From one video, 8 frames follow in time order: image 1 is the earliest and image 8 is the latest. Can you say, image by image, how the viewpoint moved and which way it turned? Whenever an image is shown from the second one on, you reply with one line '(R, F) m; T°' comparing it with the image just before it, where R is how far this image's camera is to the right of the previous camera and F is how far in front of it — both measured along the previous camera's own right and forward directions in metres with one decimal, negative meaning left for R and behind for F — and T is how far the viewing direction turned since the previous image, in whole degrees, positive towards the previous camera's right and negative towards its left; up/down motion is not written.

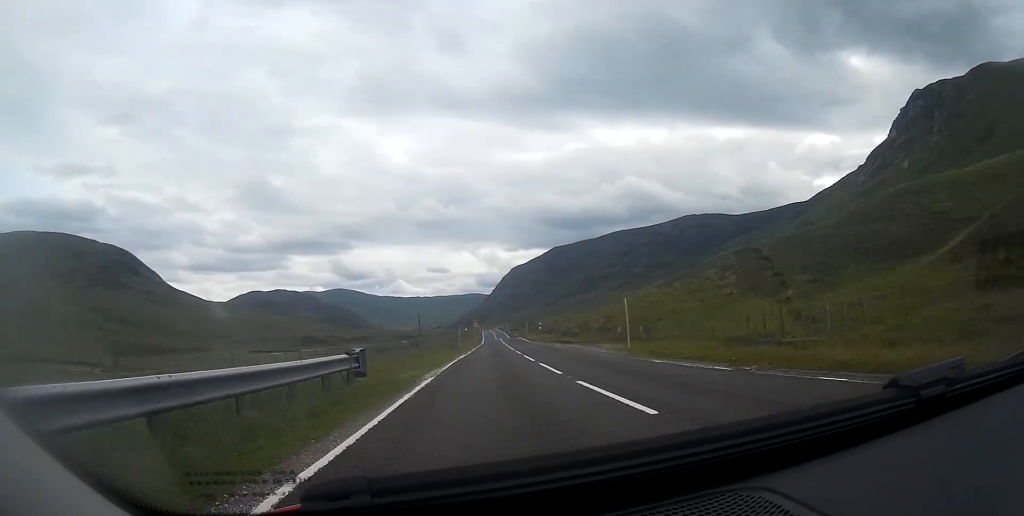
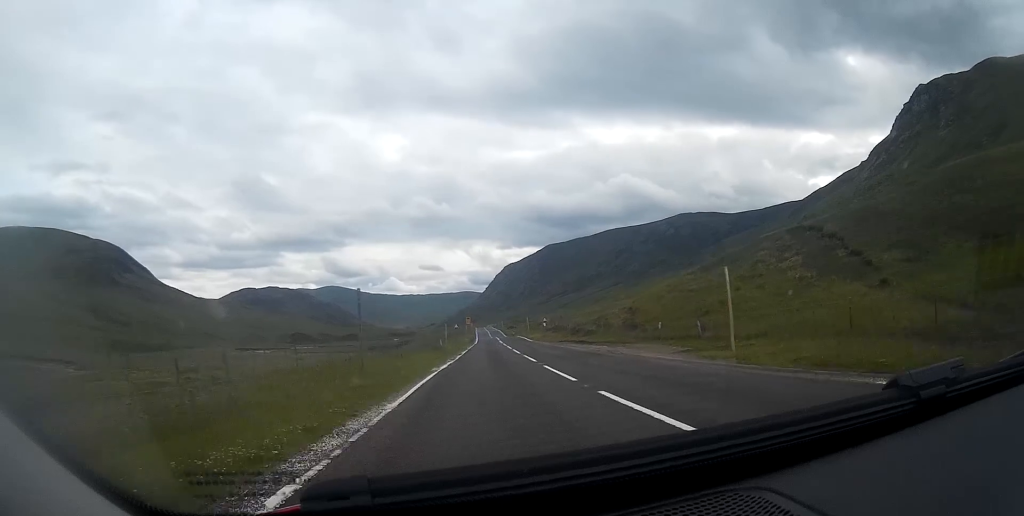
(0.0, +12.0) m; +1°
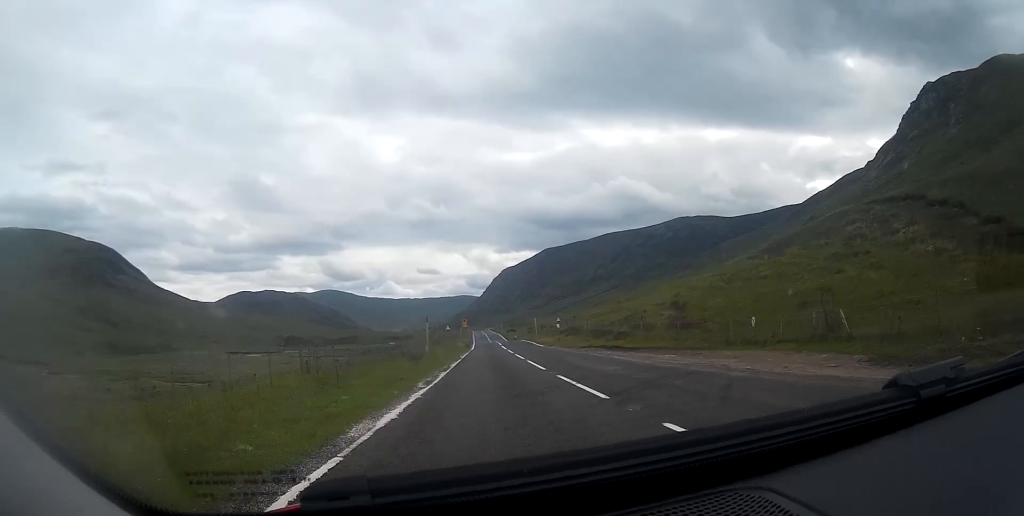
(+0.2, +12.6) m; +1°
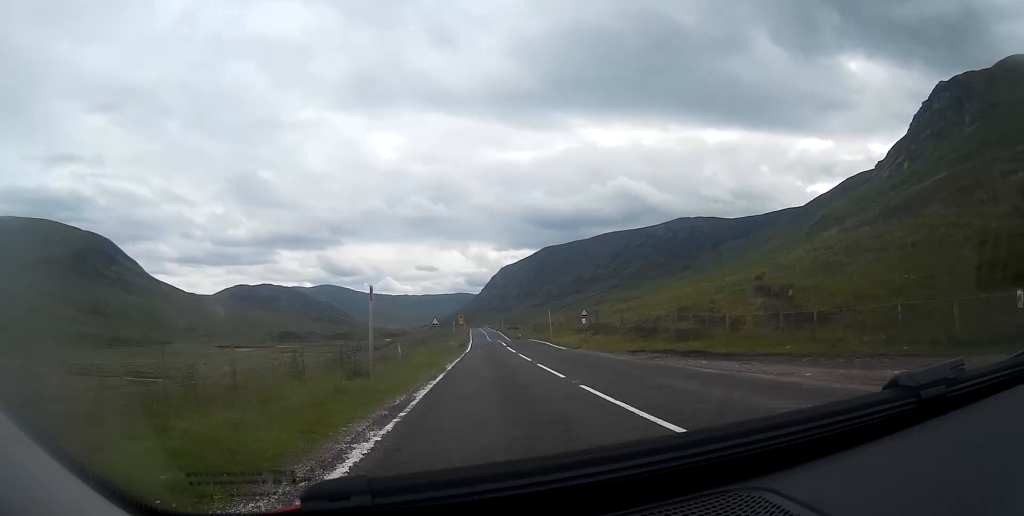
(+0.1, +13.3) m; 0°
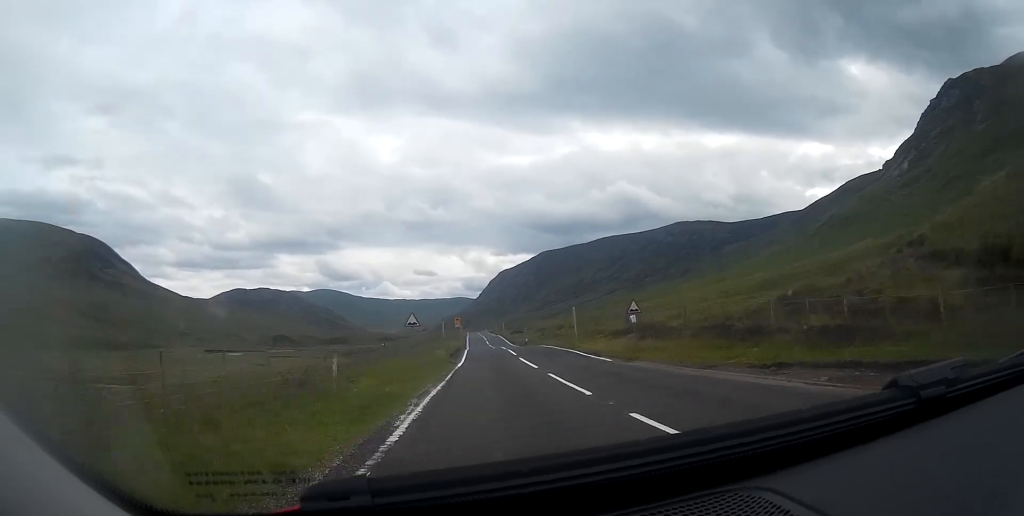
(0.0, +12.5) m; 0°
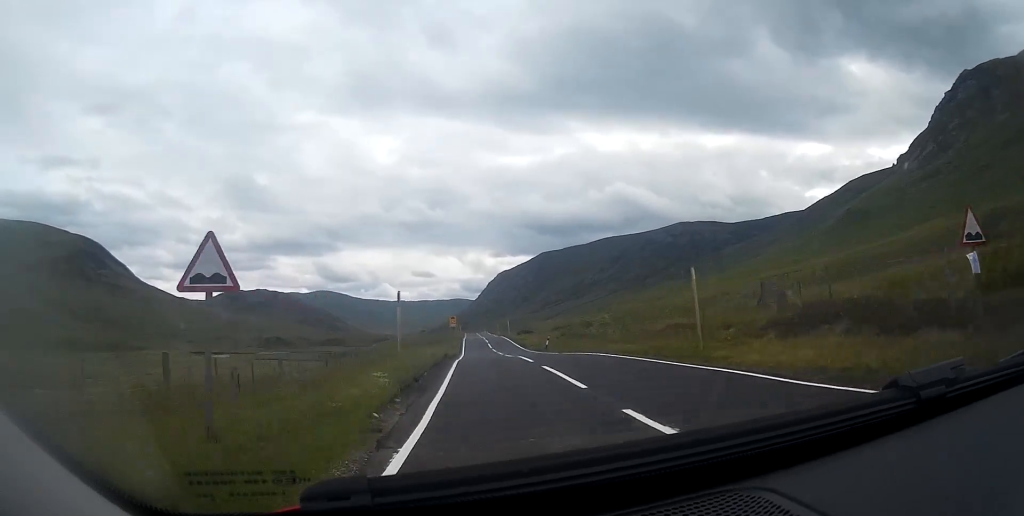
(-0.1, +19.4) m; 0°
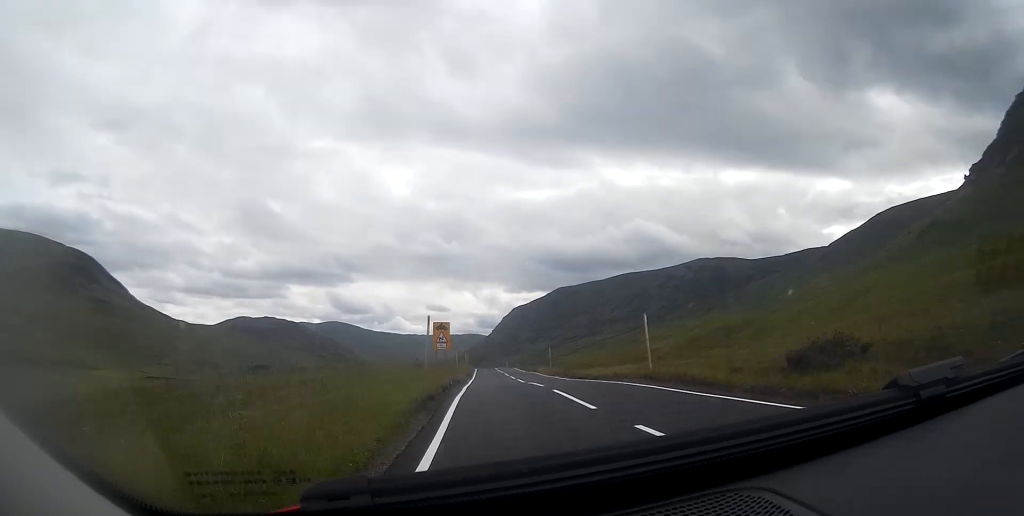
(-0.4, +64.3) m; -1°
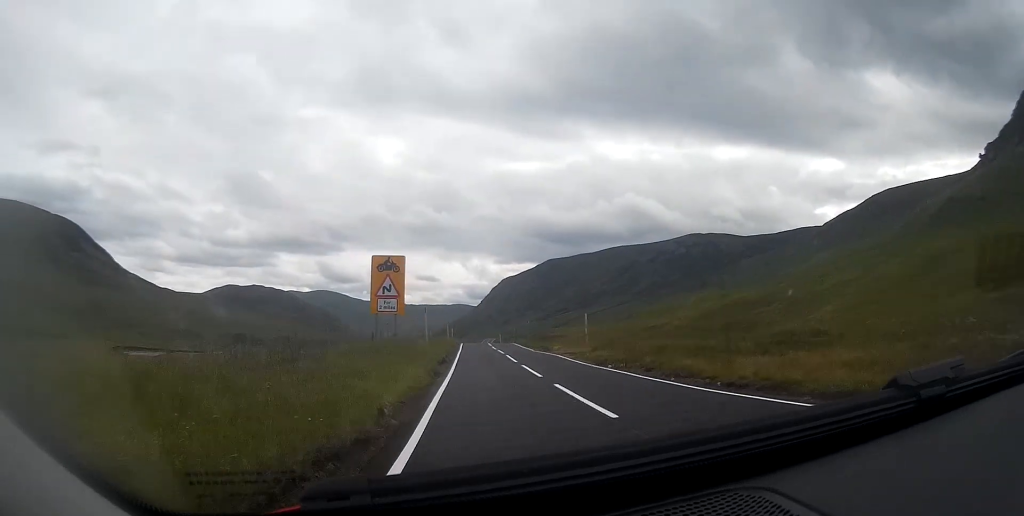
(+0.2, +21.3) m; +1°
